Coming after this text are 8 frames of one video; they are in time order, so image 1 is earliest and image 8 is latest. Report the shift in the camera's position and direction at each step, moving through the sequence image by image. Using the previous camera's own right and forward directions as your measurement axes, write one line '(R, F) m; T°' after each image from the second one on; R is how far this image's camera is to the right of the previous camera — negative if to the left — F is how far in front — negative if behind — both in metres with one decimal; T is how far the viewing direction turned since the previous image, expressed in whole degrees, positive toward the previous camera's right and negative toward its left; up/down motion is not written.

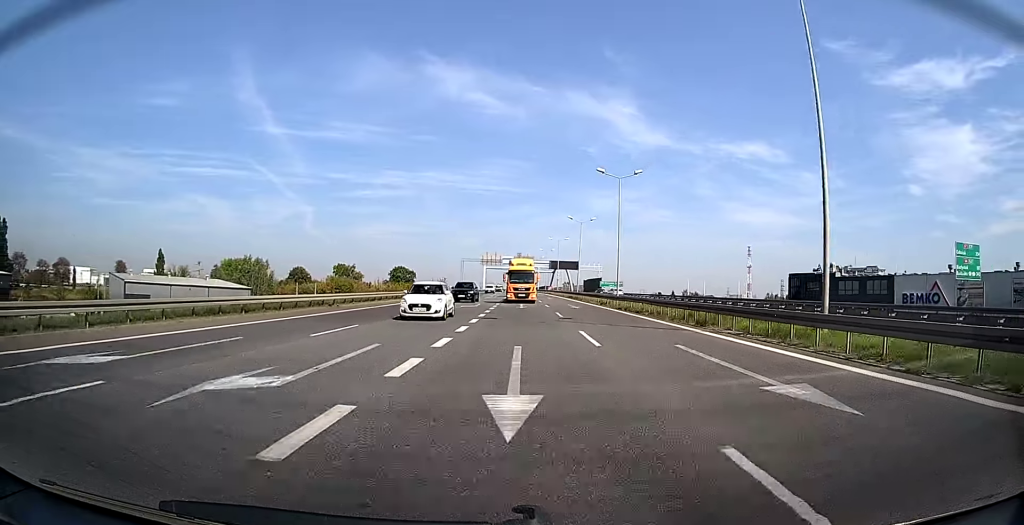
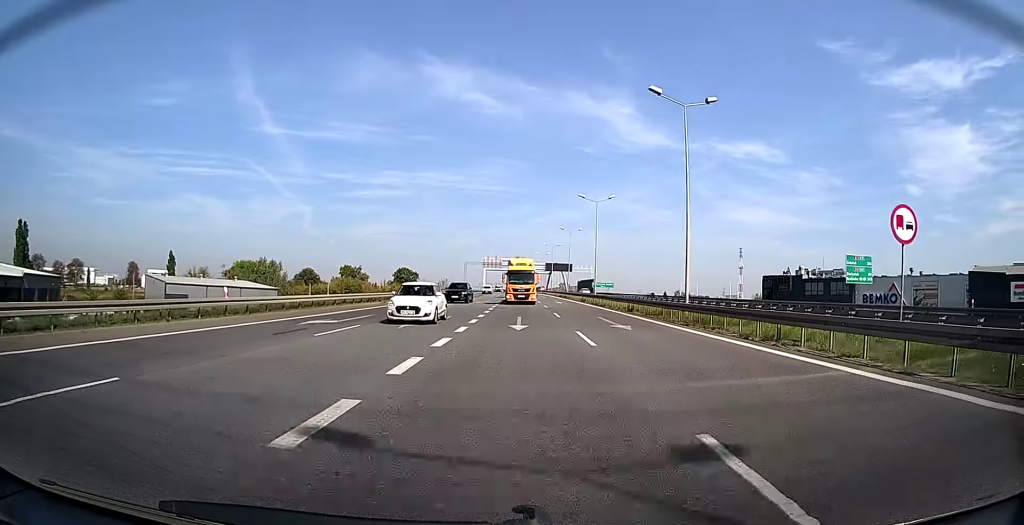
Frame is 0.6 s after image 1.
(+0.1, +12.6) m; +1°
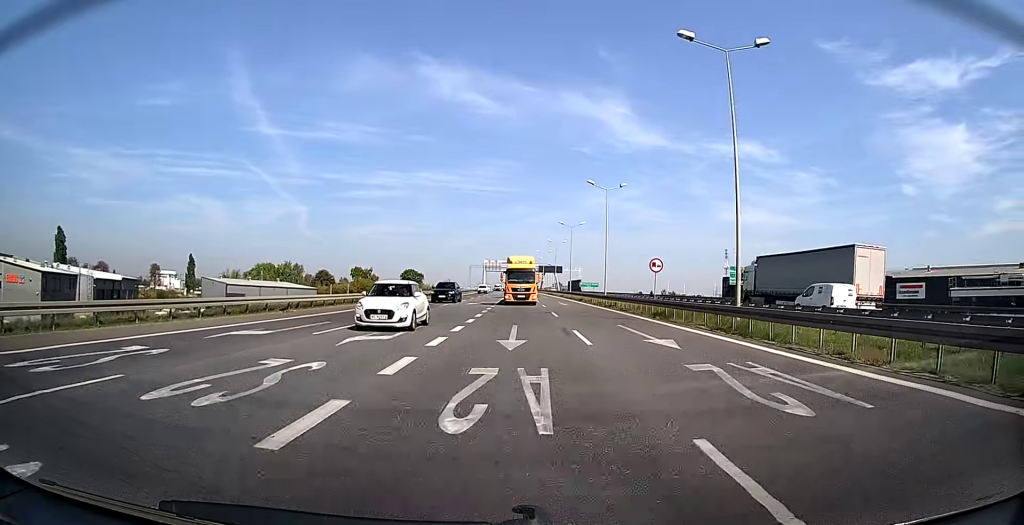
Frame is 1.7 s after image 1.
(+0.2, +24.3) m; +1°
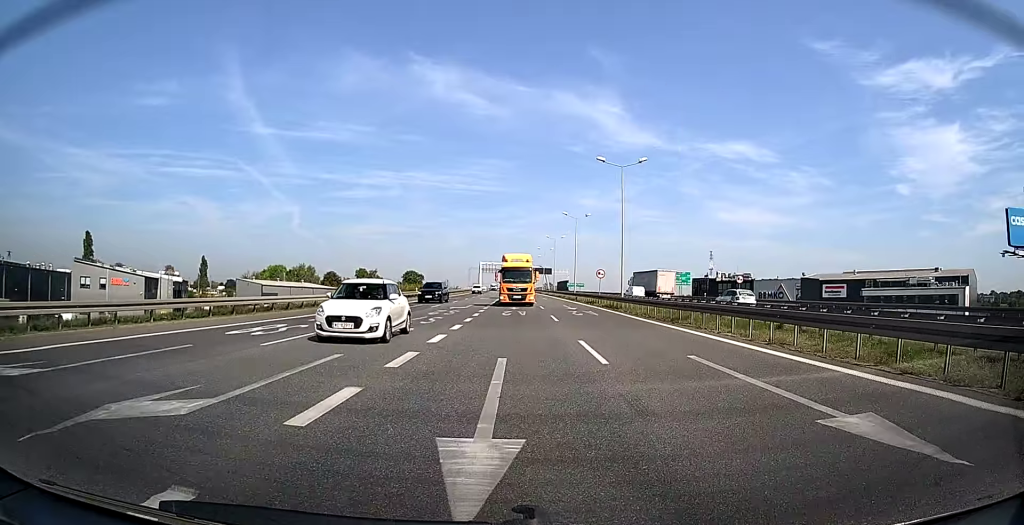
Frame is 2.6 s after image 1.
(+0.1, +21.2) m; +1°
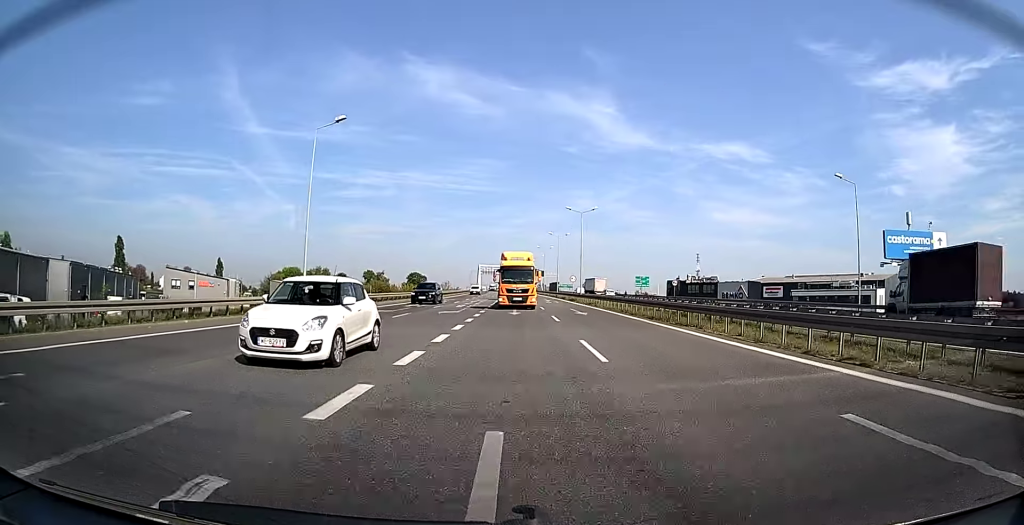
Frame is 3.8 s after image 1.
(+0.2, +24.7) m; 0°
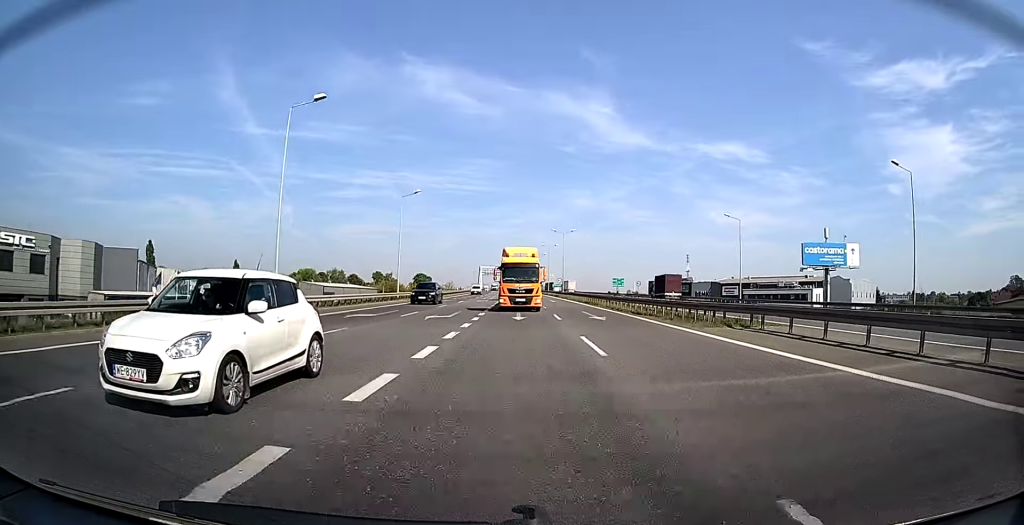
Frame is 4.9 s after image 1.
(-0.2, +25.3) m; 0°
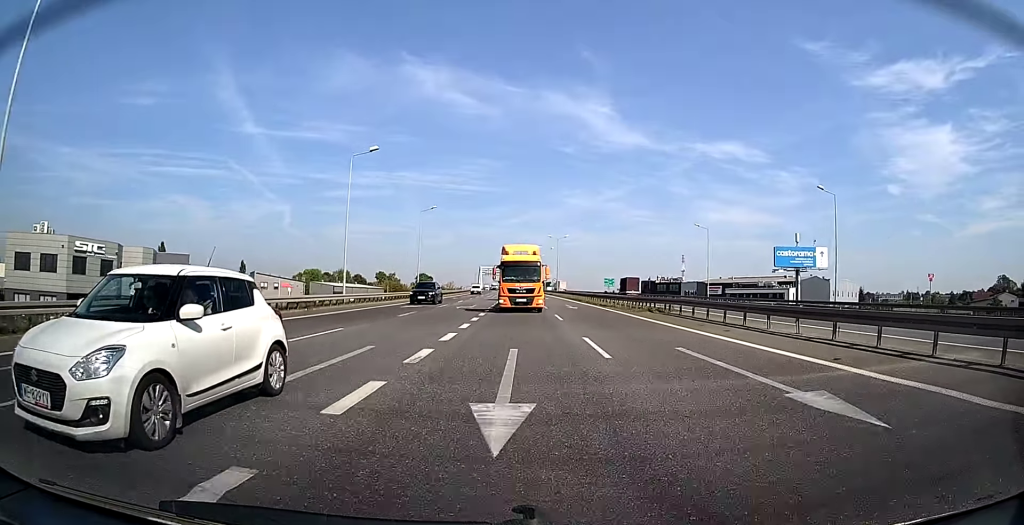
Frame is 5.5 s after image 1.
(0.0, +11.6) m; 0°
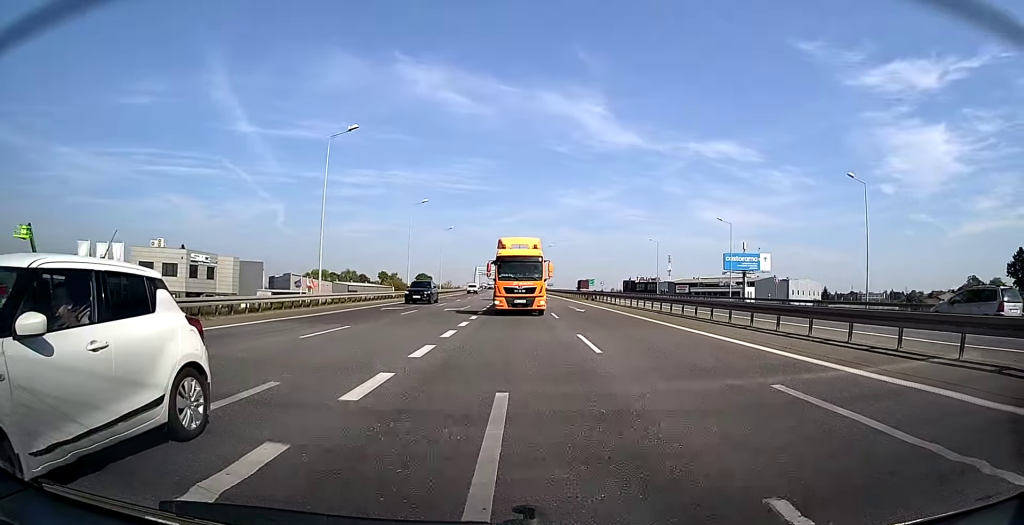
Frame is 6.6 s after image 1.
(+0.2, +25.1) m; +1°
